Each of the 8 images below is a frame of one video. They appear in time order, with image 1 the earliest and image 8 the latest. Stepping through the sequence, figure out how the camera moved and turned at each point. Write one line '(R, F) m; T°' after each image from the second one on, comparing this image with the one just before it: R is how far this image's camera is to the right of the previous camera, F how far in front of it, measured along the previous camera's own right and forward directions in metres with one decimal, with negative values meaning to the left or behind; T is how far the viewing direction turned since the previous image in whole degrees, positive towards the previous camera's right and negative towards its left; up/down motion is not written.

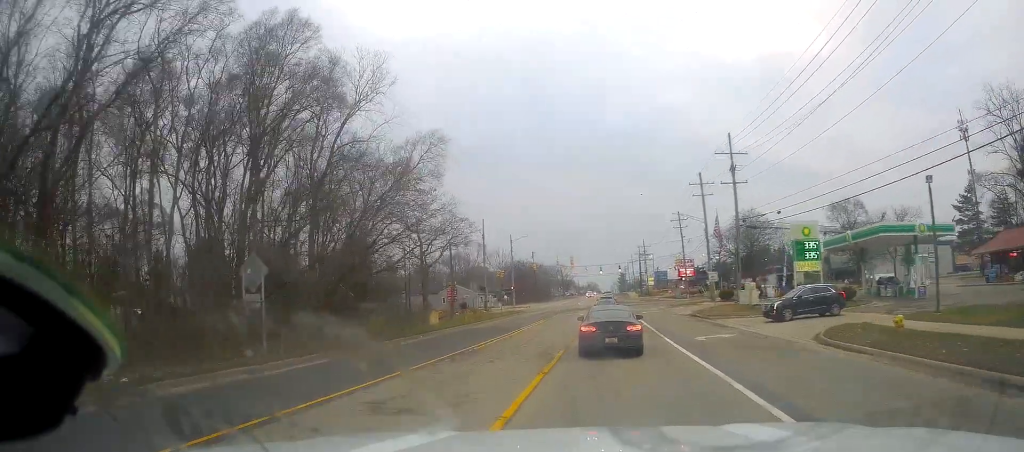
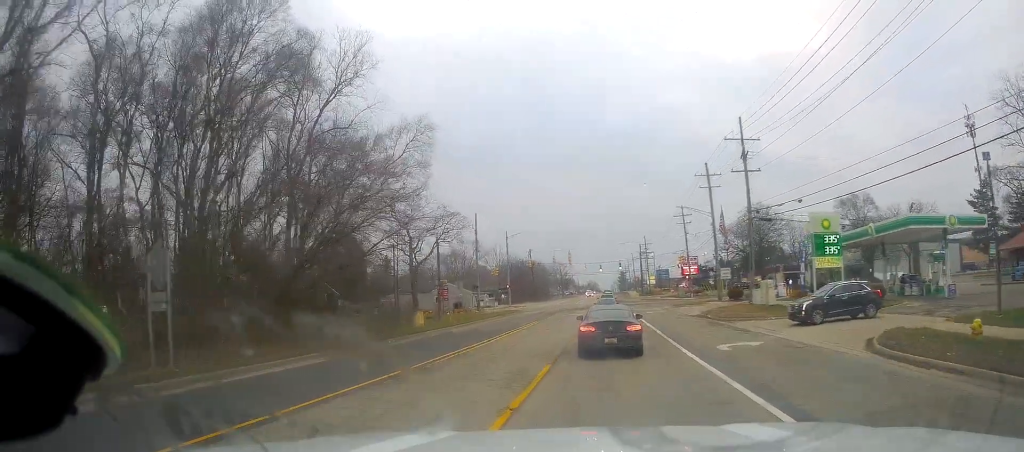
(+0.2, +4.2) m; +2°
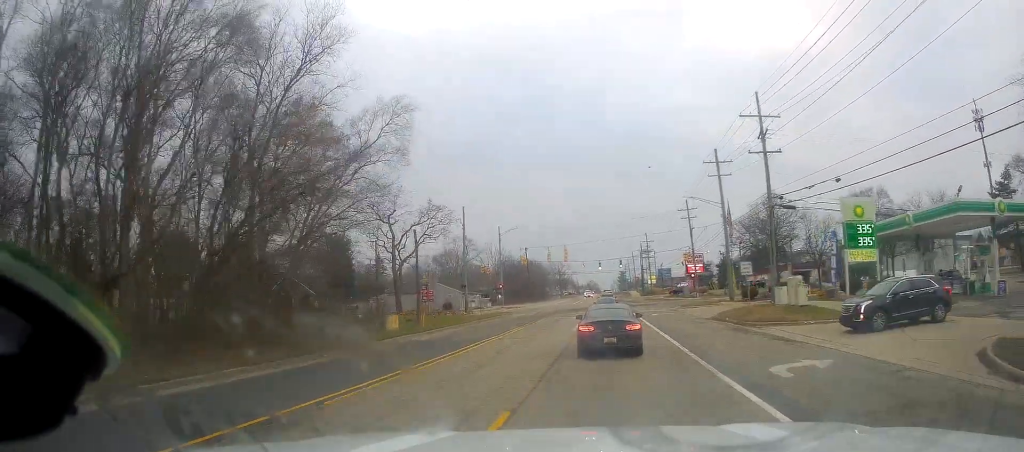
(+0.2, +5.8) m; +2°
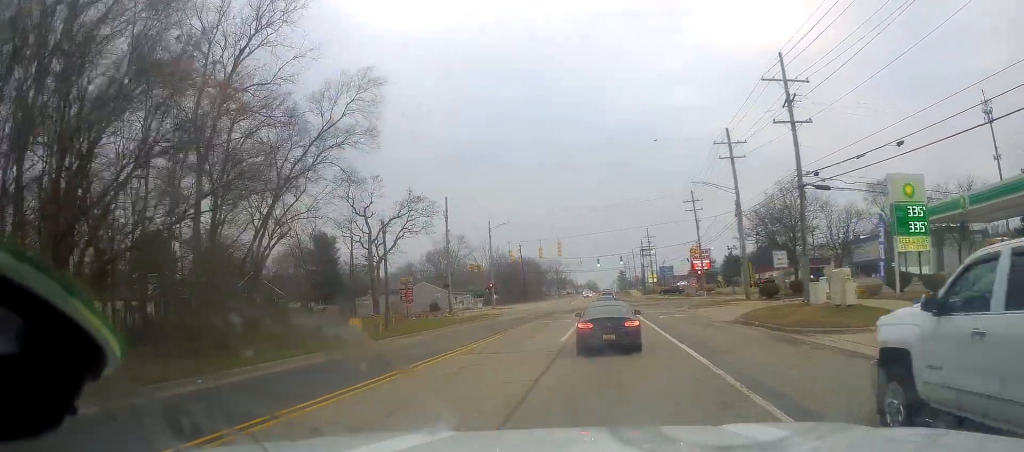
(0.0, +6.5) m; 0°
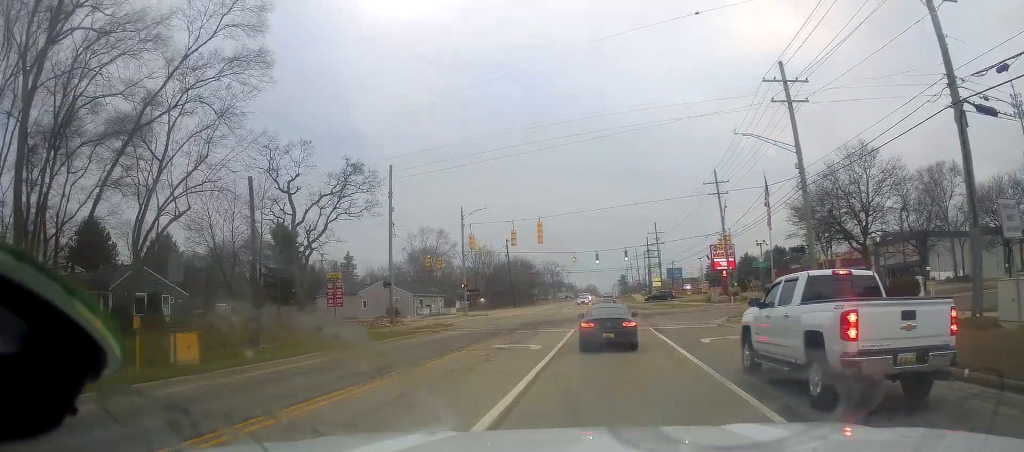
(-0.4, +16.2) m; -3°
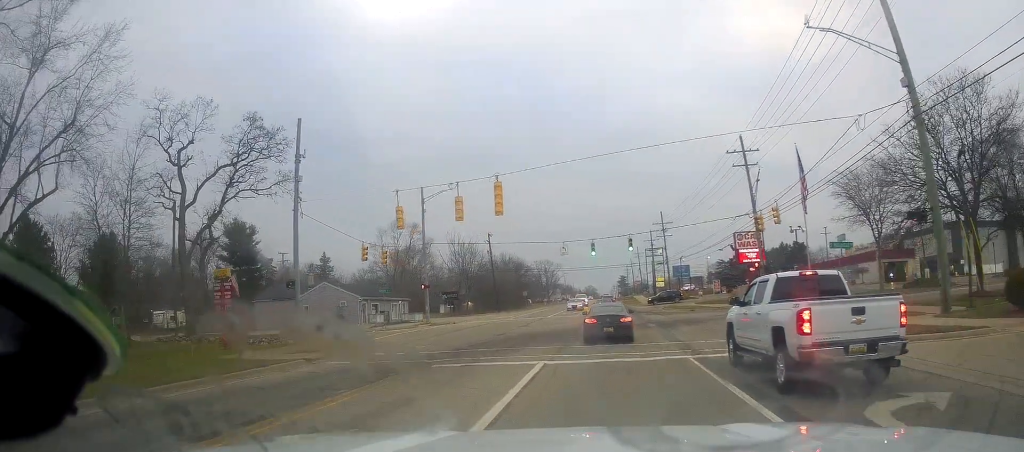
(+0.1, +14.4) m; +3°
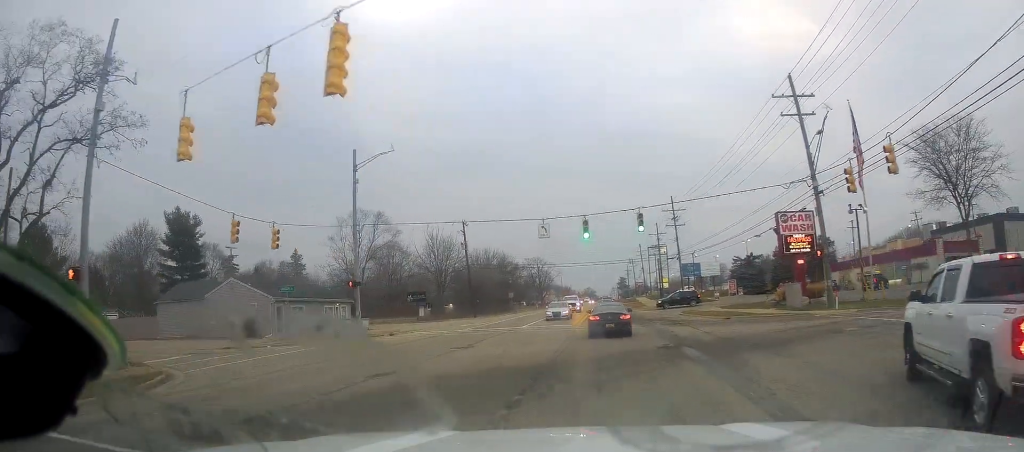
(-0.2, +15.2) m; -2°
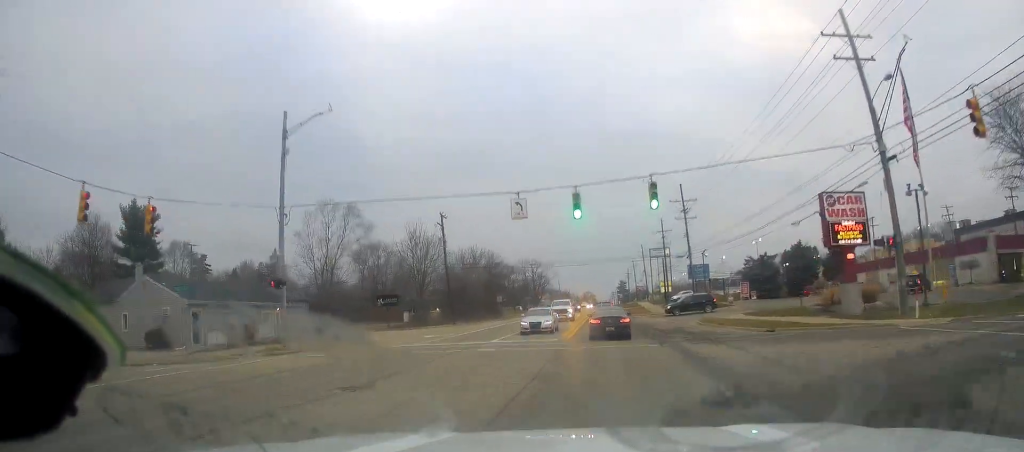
(-0.3, +9.3) m; 0°
